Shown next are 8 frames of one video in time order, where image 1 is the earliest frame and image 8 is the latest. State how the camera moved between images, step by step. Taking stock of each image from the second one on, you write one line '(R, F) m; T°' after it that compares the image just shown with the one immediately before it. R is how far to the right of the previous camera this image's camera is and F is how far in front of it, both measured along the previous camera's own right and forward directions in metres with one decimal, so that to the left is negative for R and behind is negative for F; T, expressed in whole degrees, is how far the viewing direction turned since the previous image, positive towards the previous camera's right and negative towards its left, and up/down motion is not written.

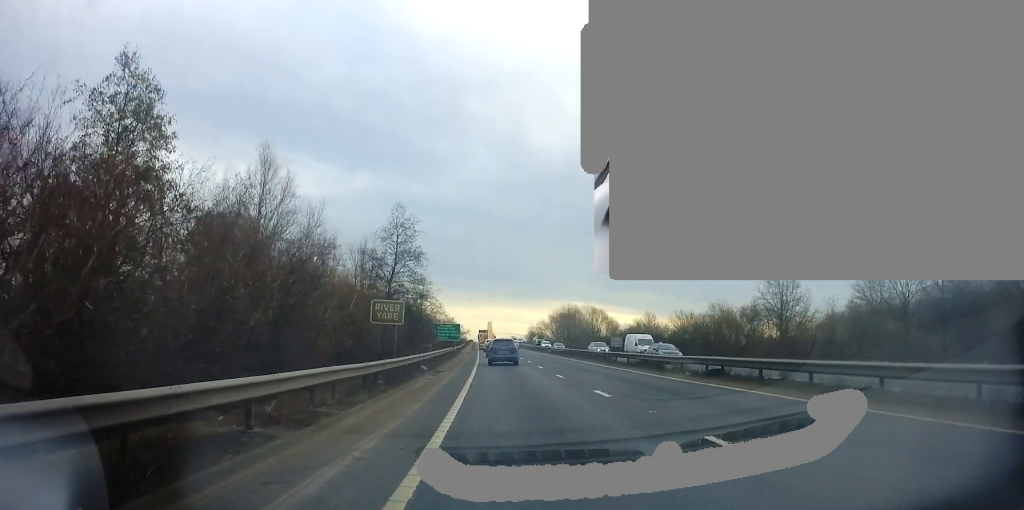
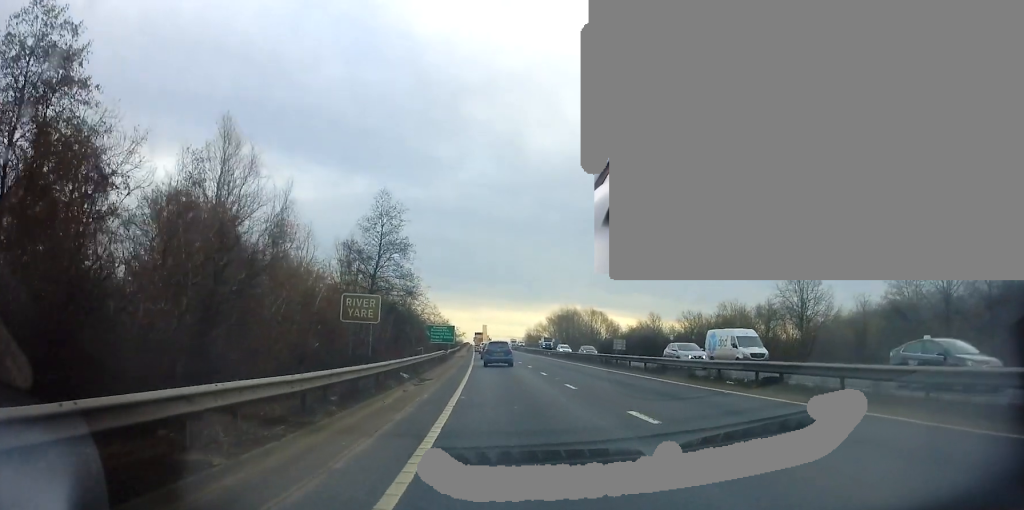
(0.0, +5.1) m; 0°
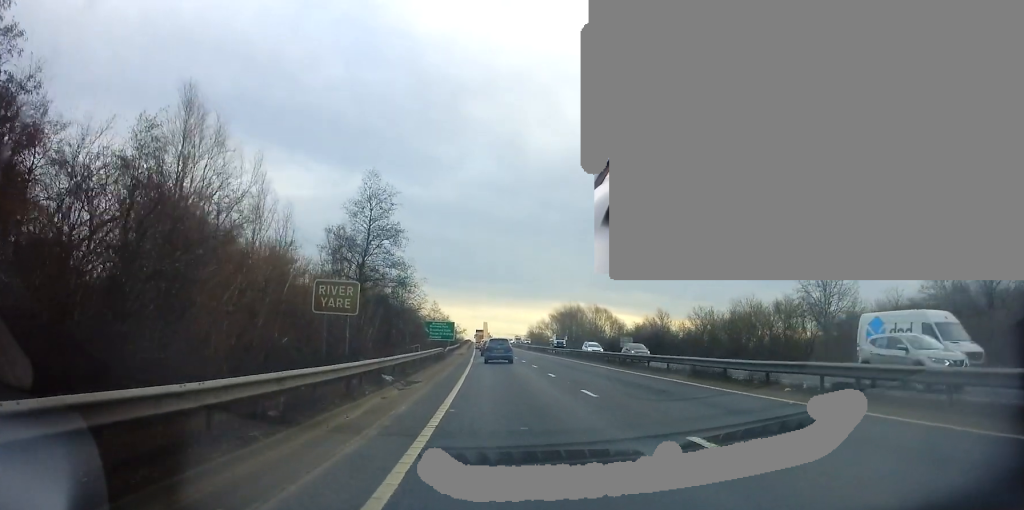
(-0.1, +3.8) m; +1°
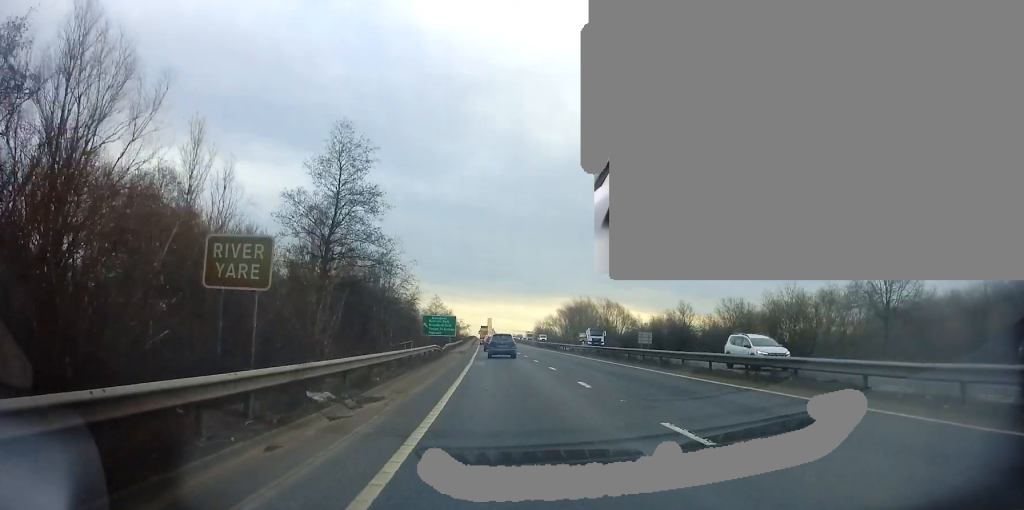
(+0.3, +8.2) m; +1°
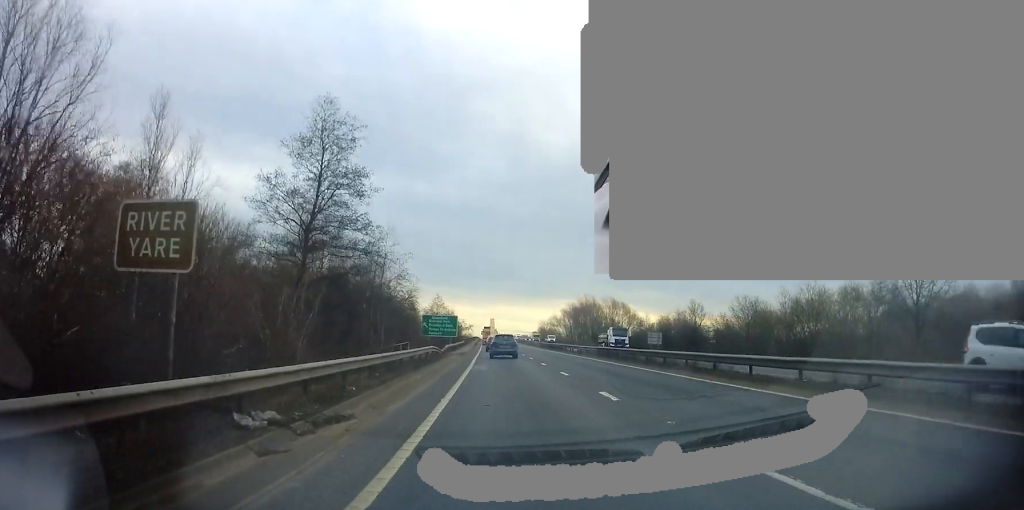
(0.0, +3.5) m; -2°
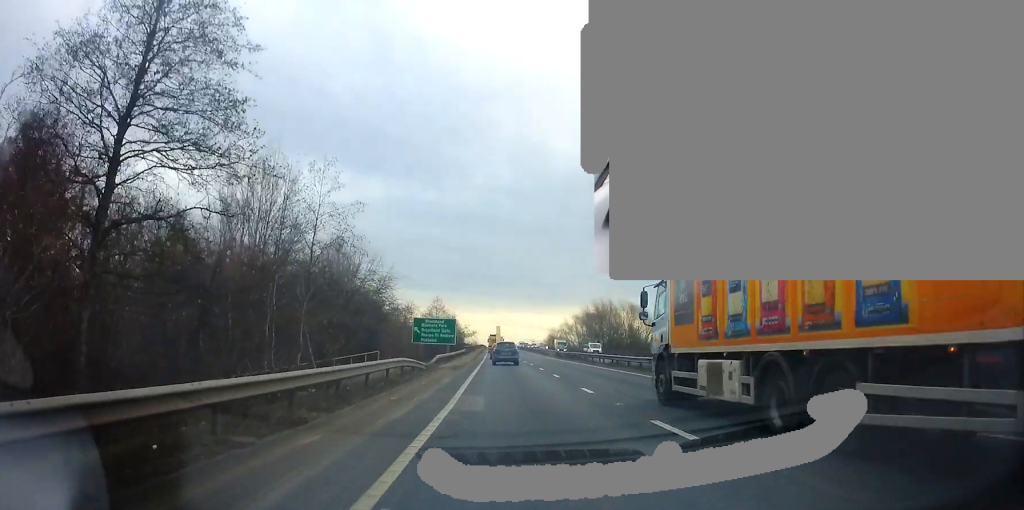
(-0.6, +14.1) m; -2°
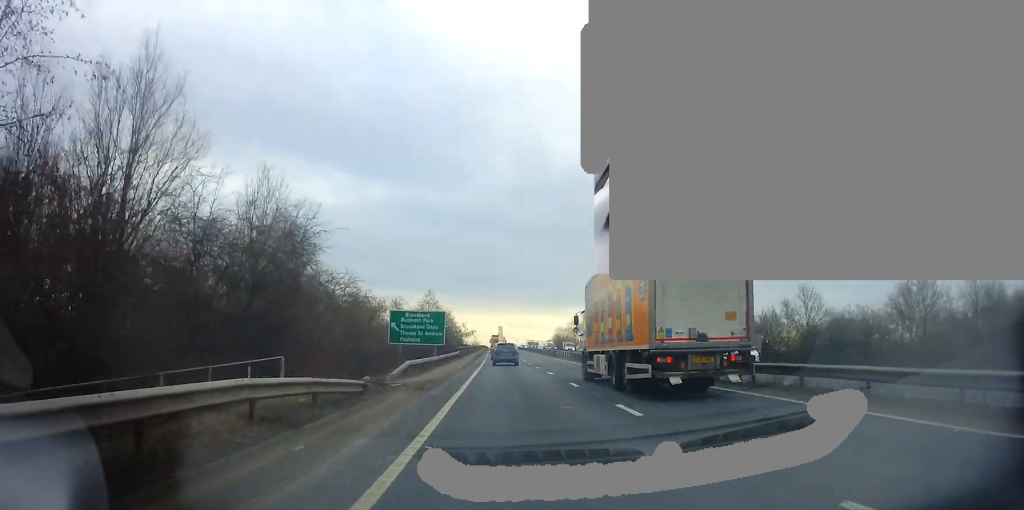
(+0.1, +14.8) m; 0°
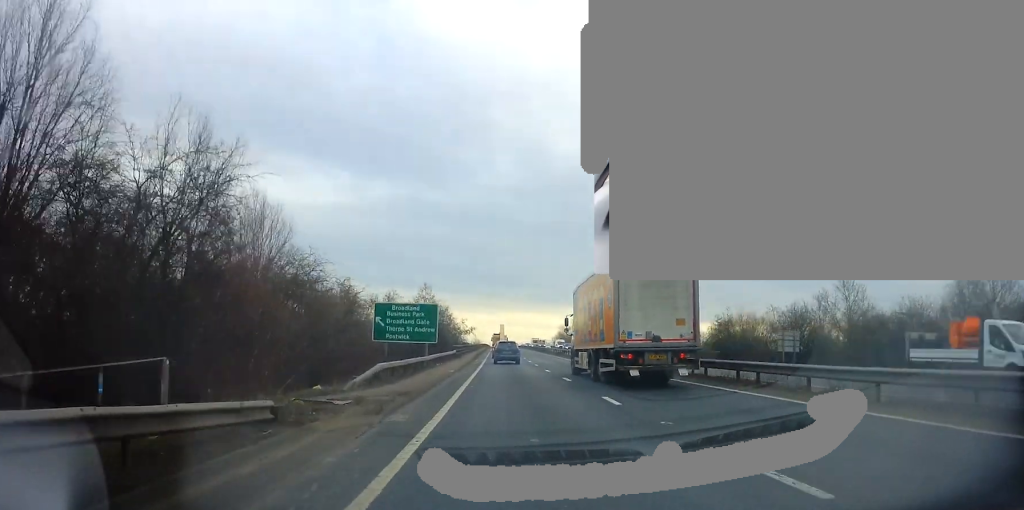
(+0.1, +6.7) m; +1°
